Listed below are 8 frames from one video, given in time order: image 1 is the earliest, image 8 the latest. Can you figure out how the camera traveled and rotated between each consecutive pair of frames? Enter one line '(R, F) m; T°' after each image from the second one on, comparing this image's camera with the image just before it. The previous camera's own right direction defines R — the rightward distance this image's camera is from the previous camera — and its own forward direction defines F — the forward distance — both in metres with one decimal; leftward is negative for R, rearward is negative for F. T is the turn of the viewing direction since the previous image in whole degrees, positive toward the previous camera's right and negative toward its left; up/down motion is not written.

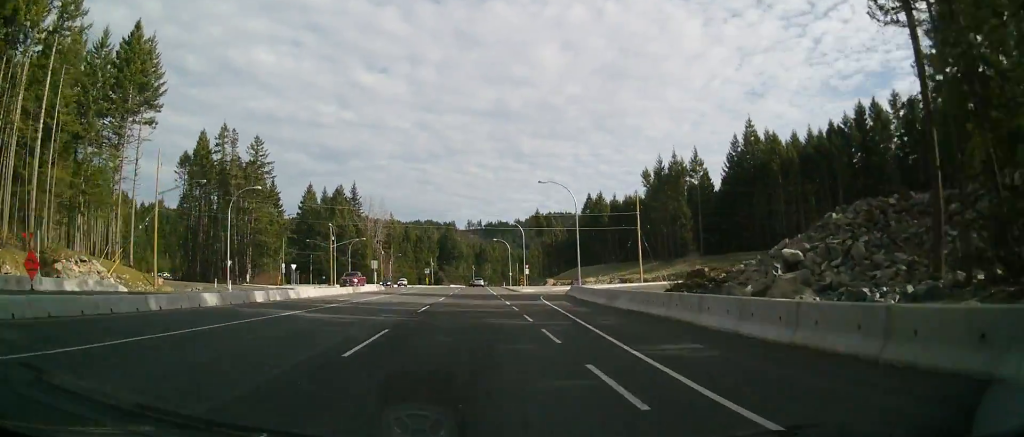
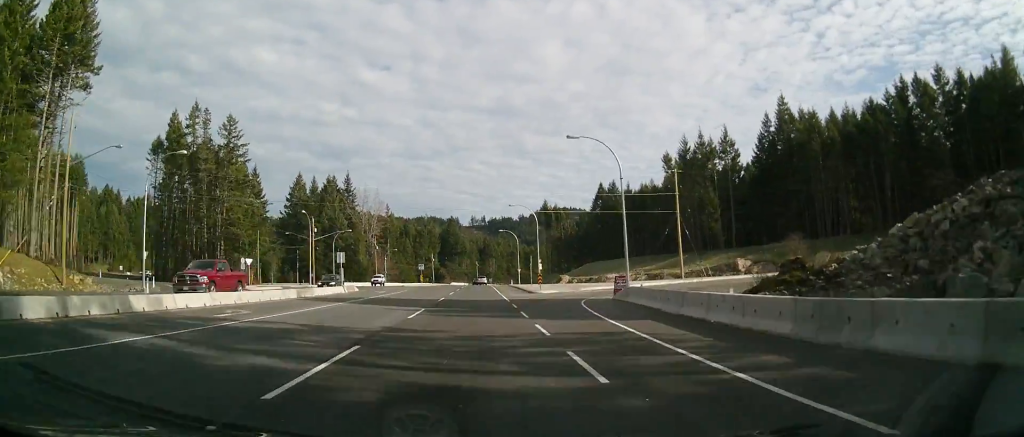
(0.0, +16.2) m; 0°
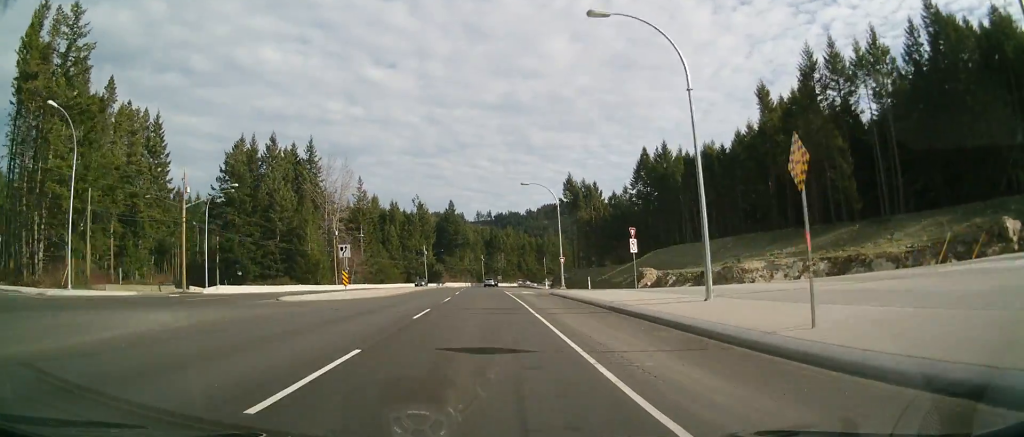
(-0.4, +52.4) m; 0°
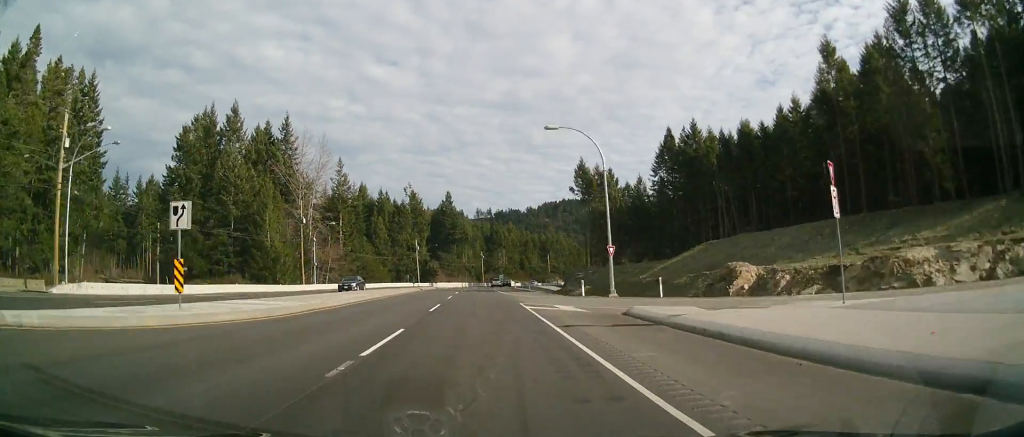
(+0.2, +21.1) m; +1°
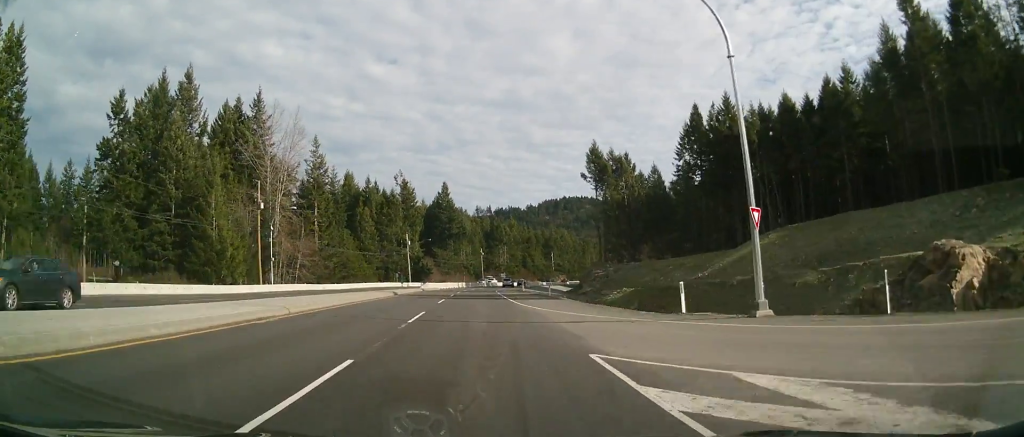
(0.0, +18.5) m; -1°
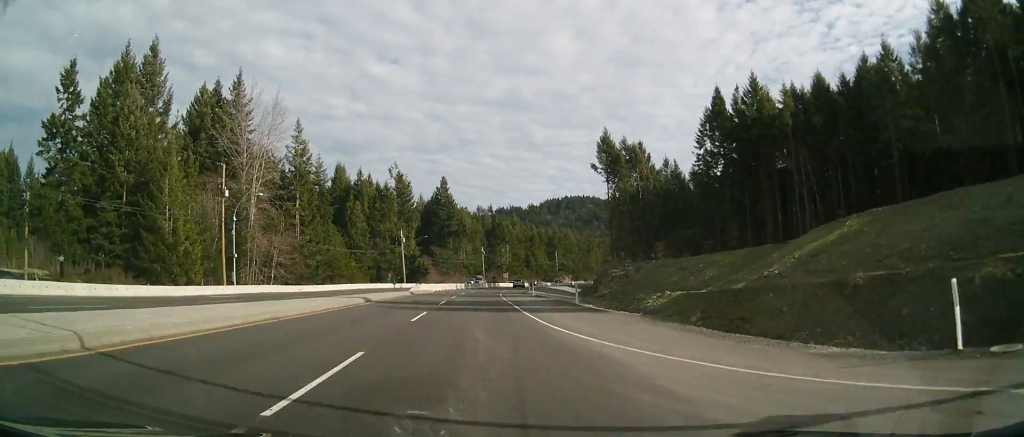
(0.0, +11.5) m; -1°
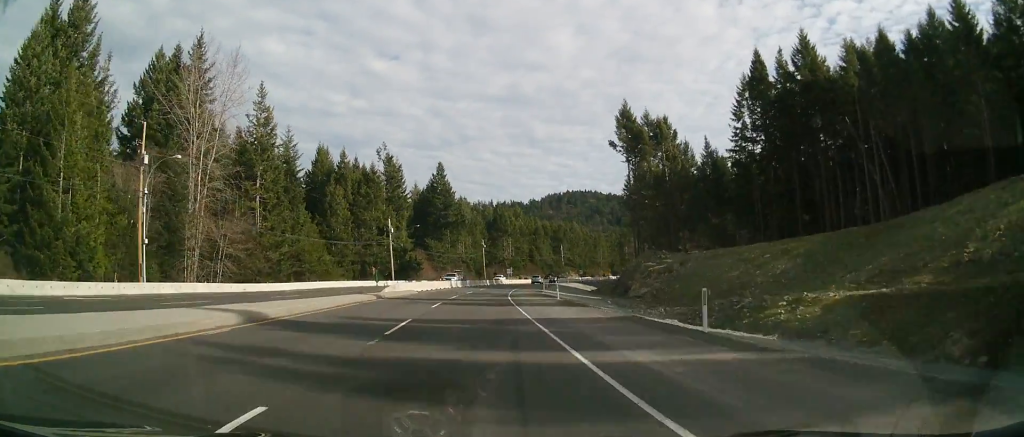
(-0.3, +17.5) m; -1°
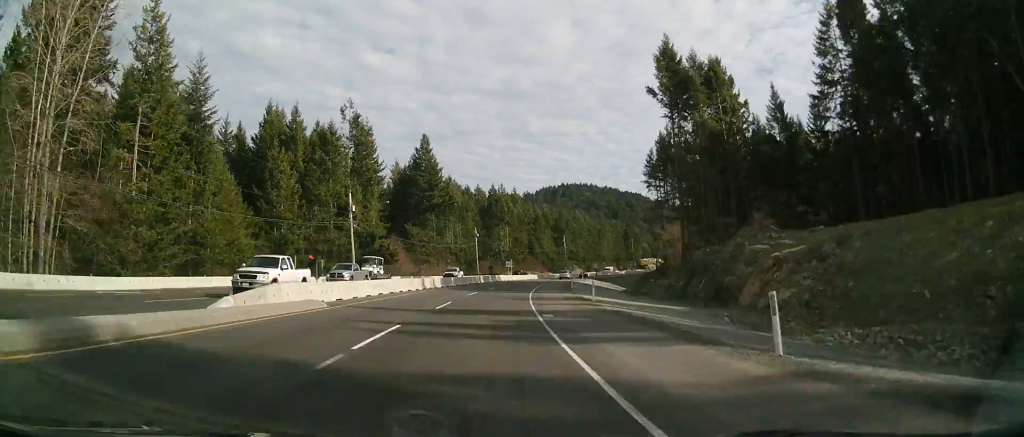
(+0.2, +28.7) m; +1°
